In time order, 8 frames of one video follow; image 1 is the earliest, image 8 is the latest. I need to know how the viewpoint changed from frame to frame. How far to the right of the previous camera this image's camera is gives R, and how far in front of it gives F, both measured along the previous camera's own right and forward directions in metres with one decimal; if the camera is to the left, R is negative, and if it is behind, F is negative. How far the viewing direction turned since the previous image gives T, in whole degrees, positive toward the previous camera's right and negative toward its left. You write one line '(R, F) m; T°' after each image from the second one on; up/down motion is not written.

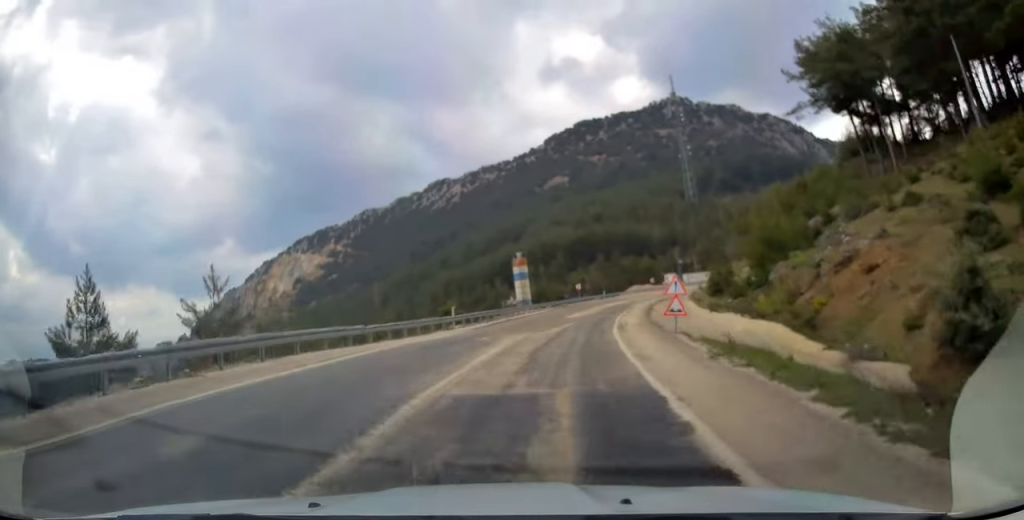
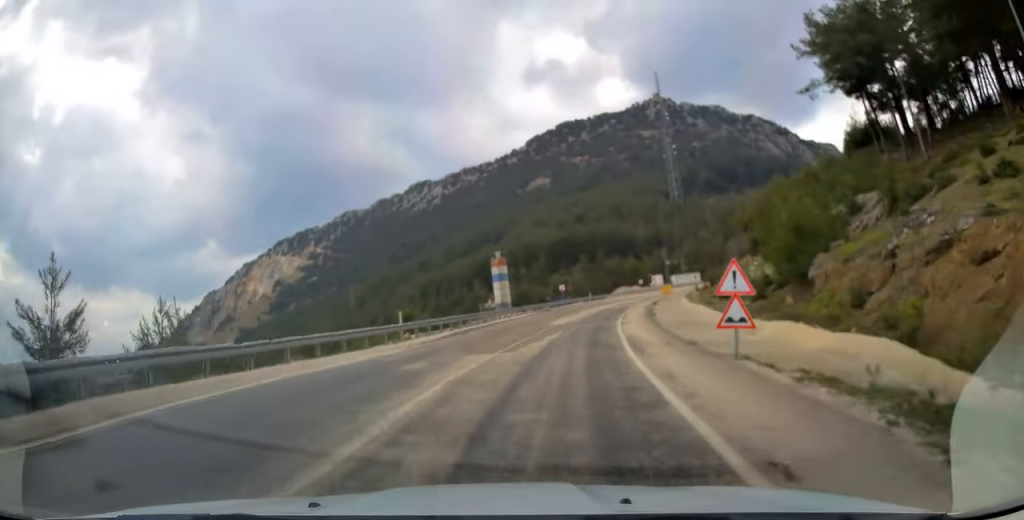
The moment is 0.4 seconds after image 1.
(-0.1, +8.7) m; +1°
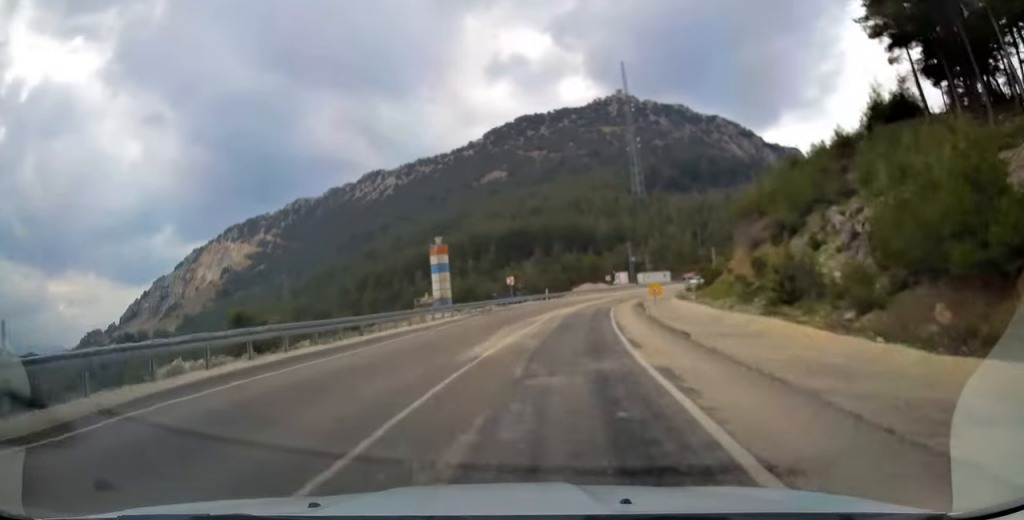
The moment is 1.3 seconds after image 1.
(+0.6, +19.7) m; +4°
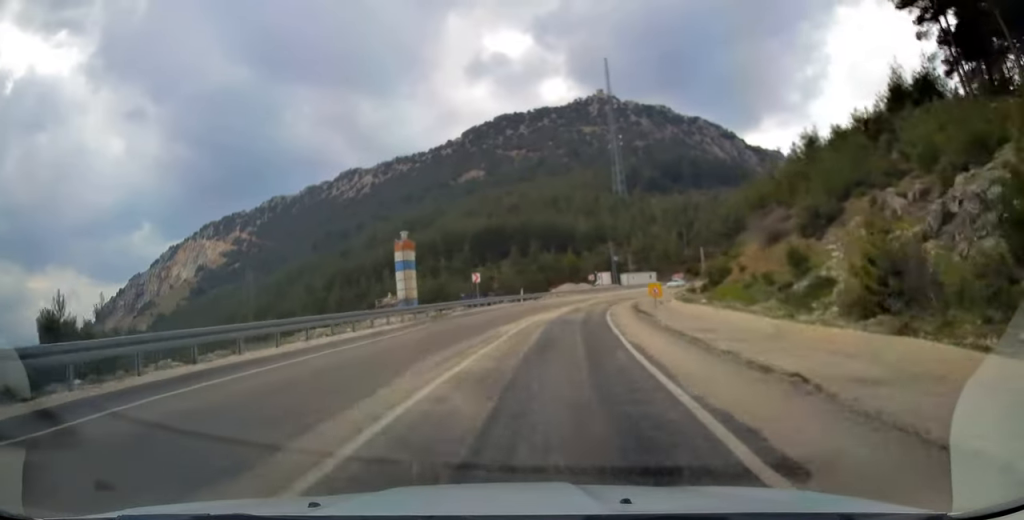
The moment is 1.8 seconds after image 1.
(+0.2, +10.2) m; +2°
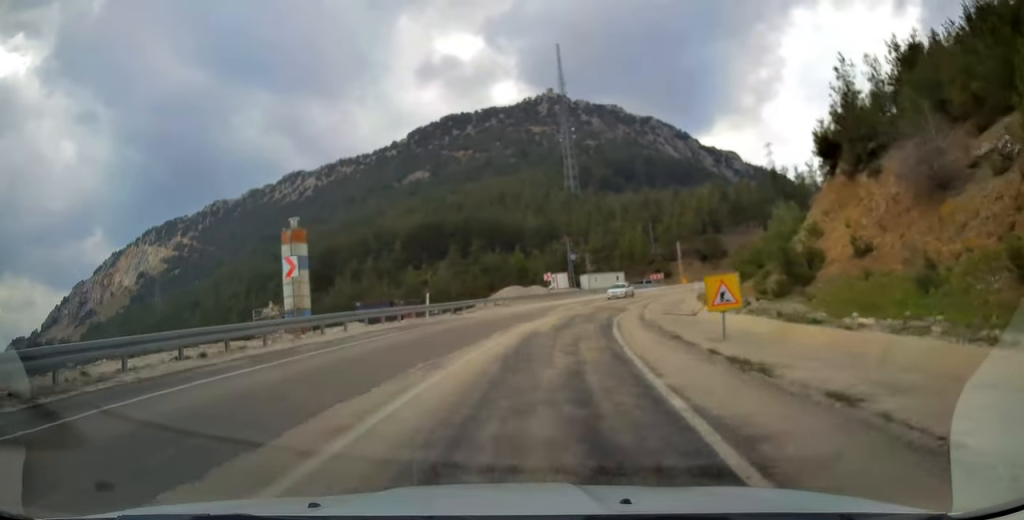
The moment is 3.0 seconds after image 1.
(+1.3, +26.1) m; +5°
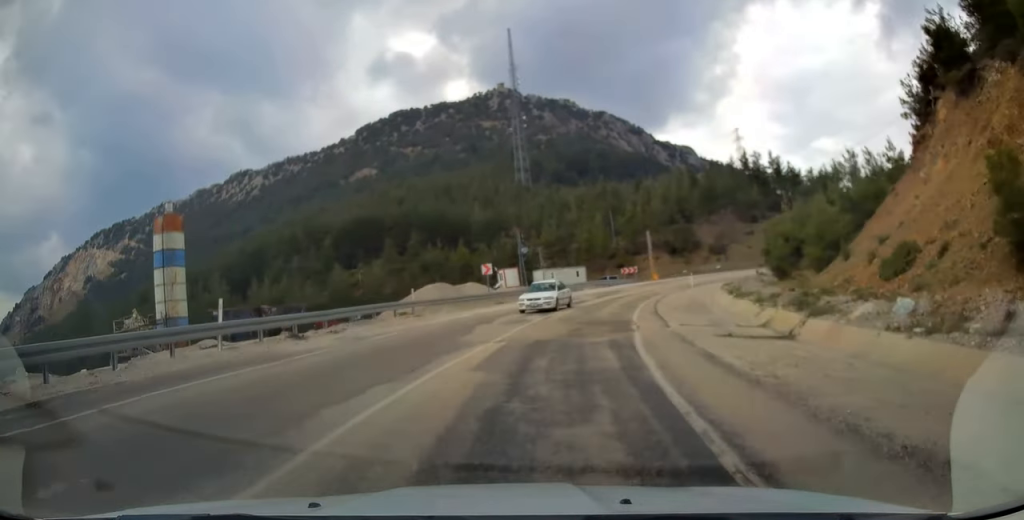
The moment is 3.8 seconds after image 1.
(+0.5, +18.1) m; +5°
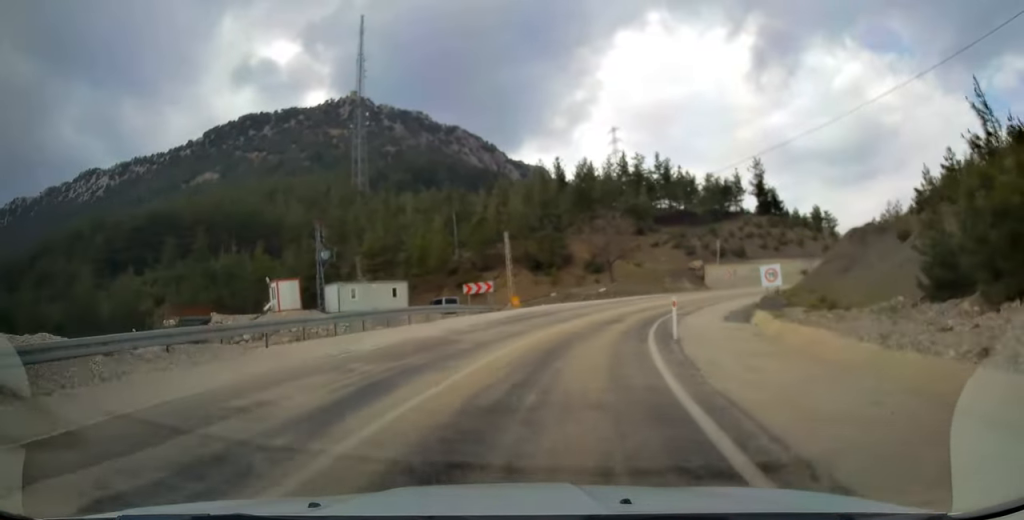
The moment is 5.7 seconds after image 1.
(+4.2, +32.4) m; +17°
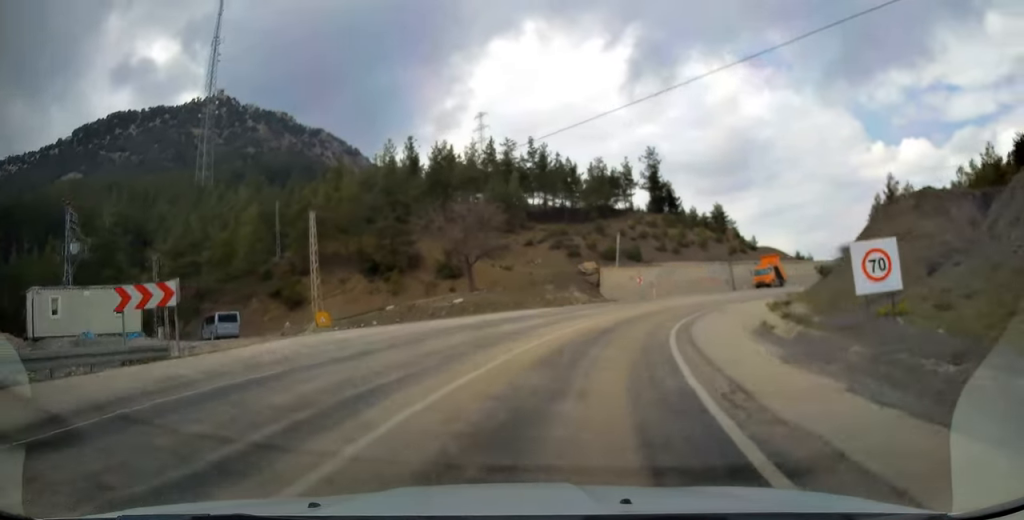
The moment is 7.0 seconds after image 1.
(+2.7, +21.6) m; +14°
